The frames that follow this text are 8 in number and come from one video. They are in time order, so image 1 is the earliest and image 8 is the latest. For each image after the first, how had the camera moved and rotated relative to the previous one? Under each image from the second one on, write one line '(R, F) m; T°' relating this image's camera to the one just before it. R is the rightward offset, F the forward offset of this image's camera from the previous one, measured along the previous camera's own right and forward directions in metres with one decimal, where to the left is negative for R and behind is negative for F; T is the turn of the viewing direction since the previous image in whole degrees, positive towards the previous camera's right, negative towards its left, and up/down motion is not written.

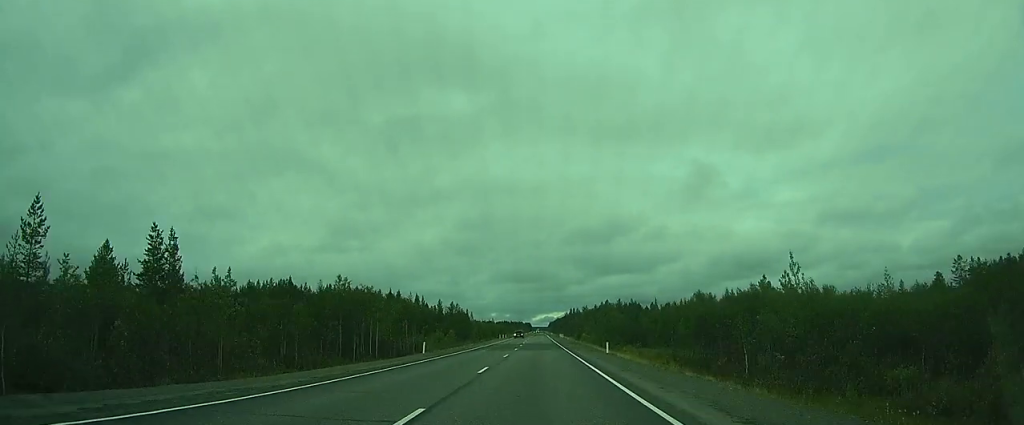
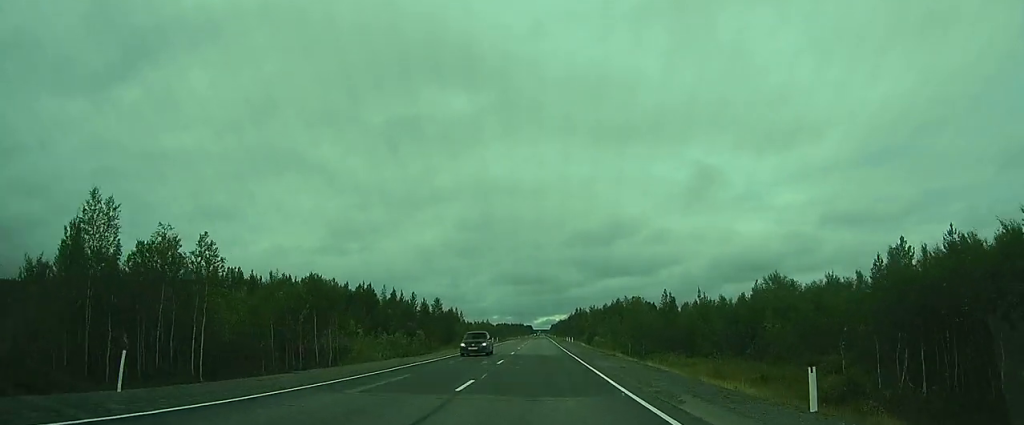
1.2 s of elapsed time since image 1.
(+0.1, +28.3) m; +1°
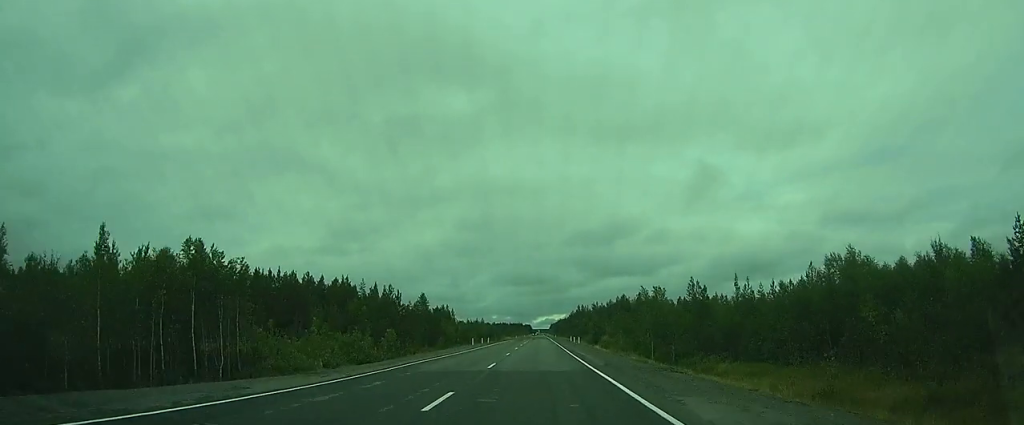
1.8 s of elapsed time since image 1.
(0.0, +14.4) m; 0°
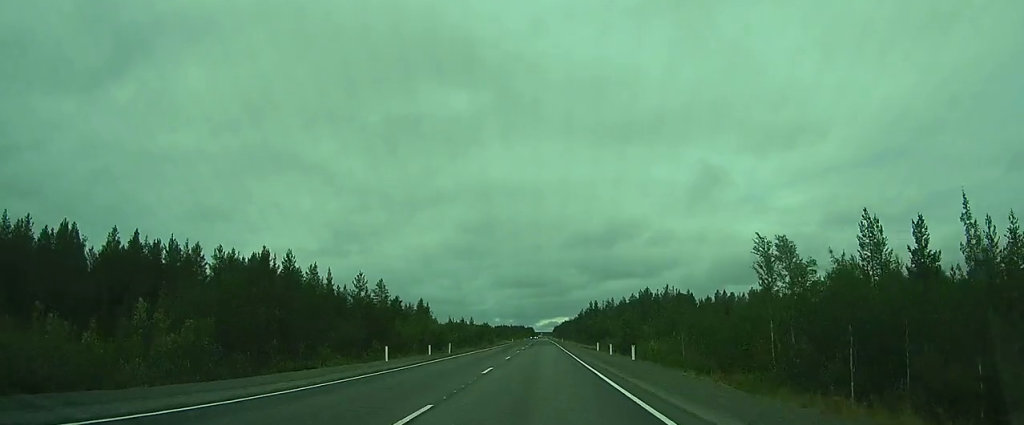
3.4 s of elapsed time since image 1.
(-0.2, +33.5) m; -2°
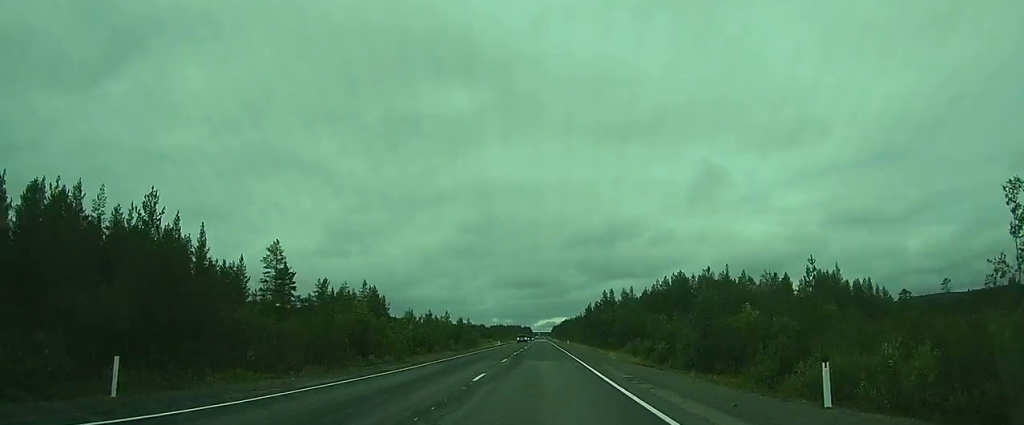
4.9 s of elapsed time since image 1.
(-0.6, +37.8) m; -1°
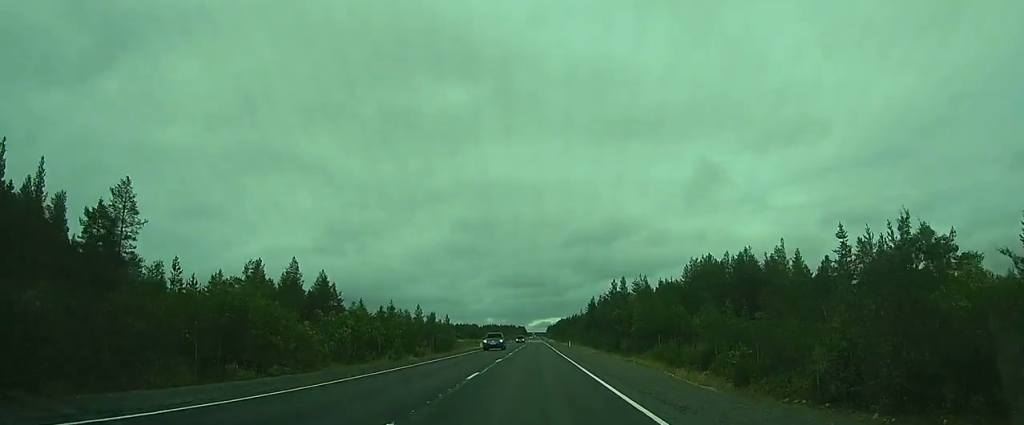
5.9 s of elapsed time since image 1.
(0.0, +26.8) m; 0°
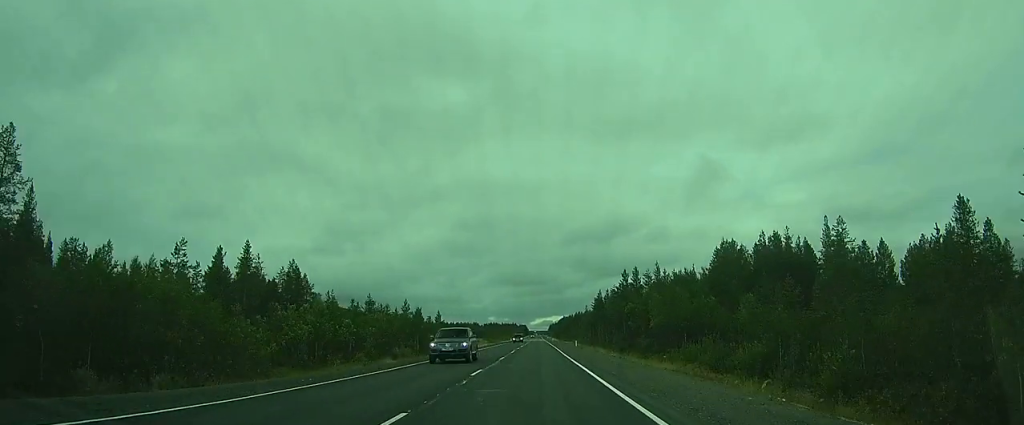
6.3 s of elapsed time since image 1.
(0.0, +12.0) m; 0°
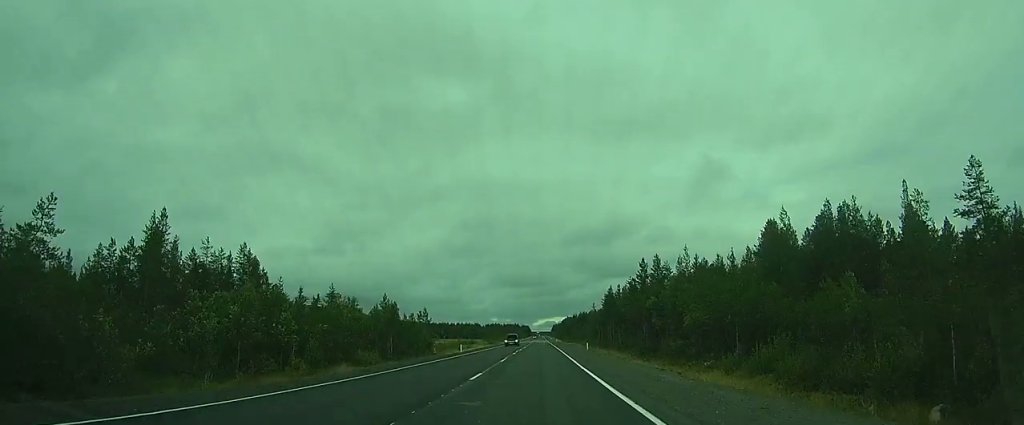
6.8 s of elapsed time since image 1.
(0.0, +14.4) m; 0°
